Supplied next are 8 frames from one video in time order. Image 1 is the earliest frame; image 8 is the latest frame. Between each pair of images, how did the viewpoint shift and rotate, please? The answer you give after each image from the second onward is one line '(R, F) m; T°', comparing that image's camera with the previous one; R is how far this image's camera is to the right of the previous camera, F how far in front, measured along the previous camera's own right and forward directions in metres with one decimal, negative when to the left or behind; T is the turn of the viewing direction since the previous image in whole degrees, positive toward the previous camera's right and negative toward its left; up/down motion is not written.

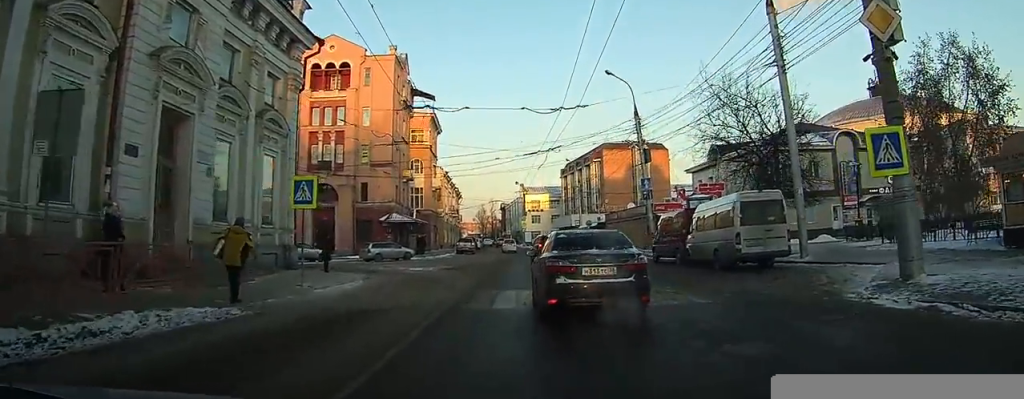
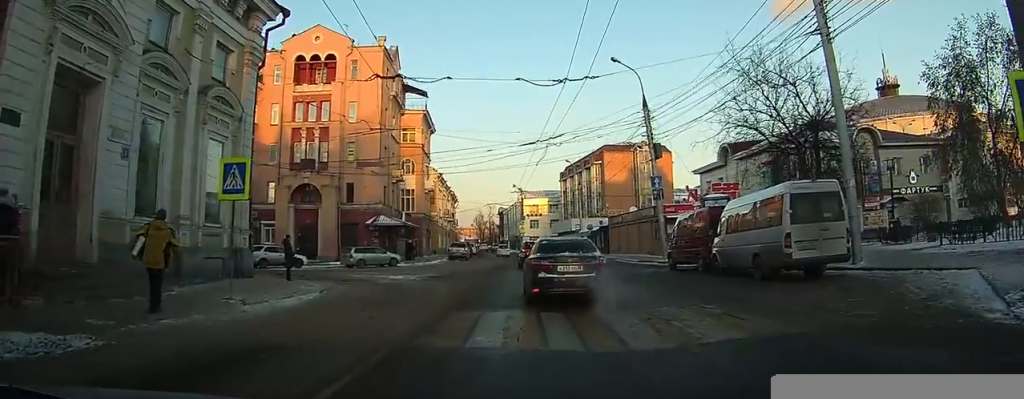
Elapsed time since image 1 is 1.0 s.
(0.0, +4.8) m; -1°
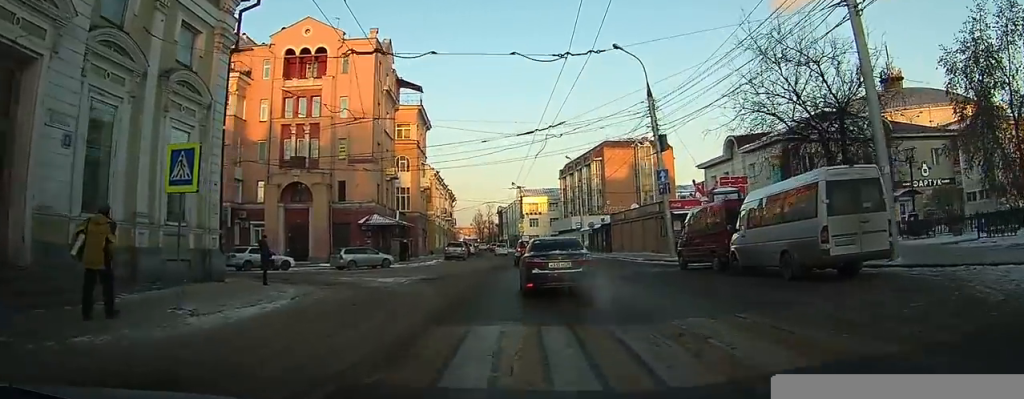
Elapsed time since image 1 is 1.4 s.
(0.0, +2.1) m; 0°
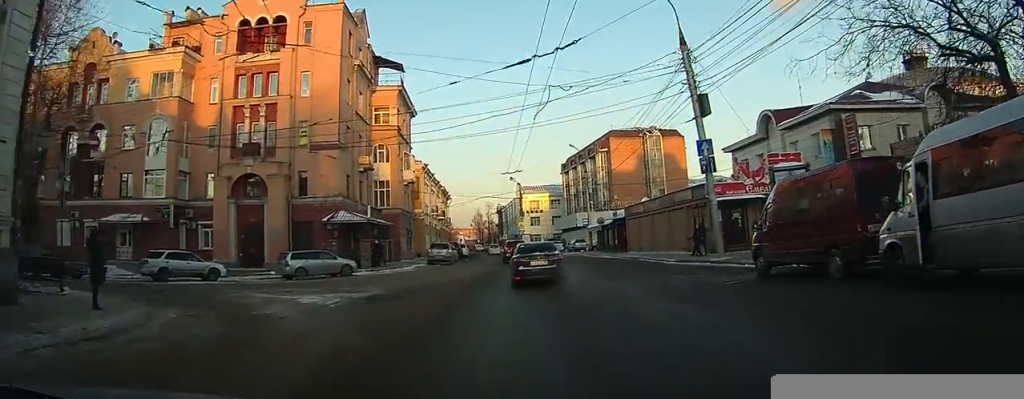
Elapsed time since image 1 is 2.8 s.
(-0.3, +7.3) m; -2°
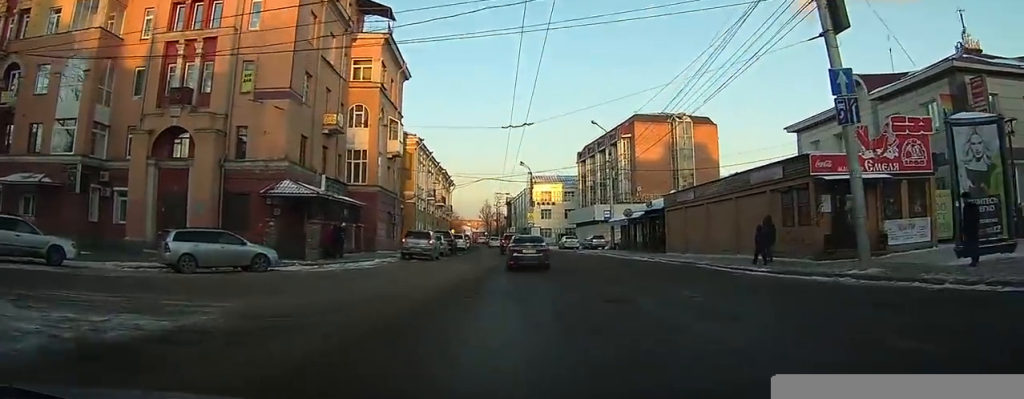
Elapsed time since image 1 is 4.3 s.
(+0.2, +8.8) m; +2°
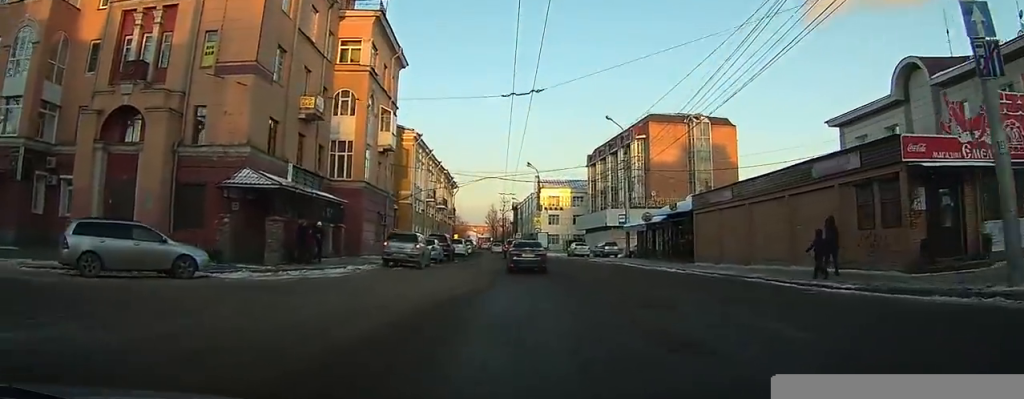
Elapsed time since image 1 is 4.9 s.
(0.0, +4.5) m; 0°
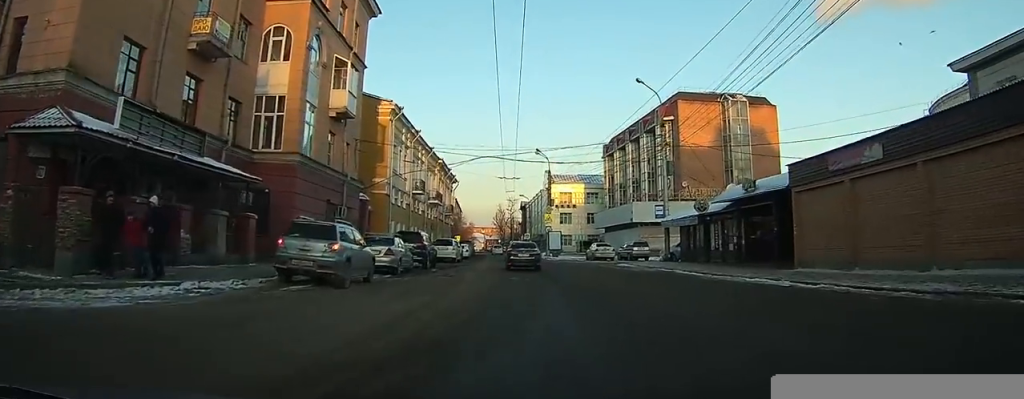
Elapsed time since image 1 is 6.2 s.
(+0.1, +10.1) m; 0°
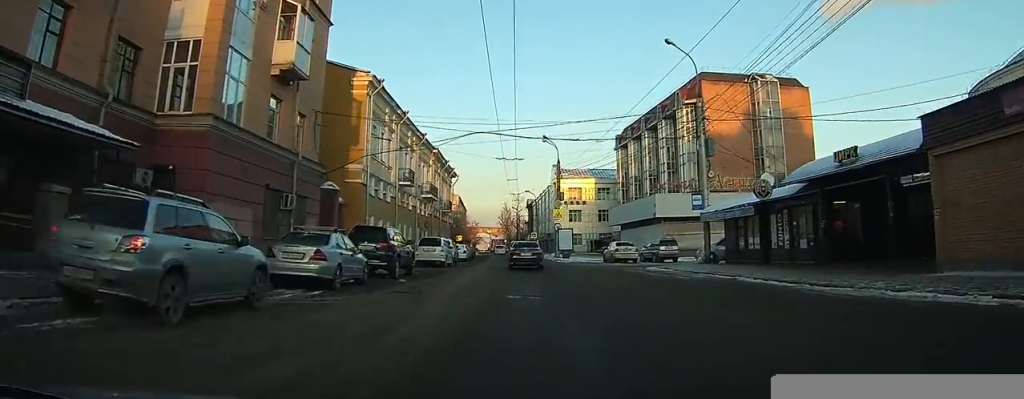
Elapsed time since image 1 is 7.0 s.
(-0.1, +6.7) m; -1°
